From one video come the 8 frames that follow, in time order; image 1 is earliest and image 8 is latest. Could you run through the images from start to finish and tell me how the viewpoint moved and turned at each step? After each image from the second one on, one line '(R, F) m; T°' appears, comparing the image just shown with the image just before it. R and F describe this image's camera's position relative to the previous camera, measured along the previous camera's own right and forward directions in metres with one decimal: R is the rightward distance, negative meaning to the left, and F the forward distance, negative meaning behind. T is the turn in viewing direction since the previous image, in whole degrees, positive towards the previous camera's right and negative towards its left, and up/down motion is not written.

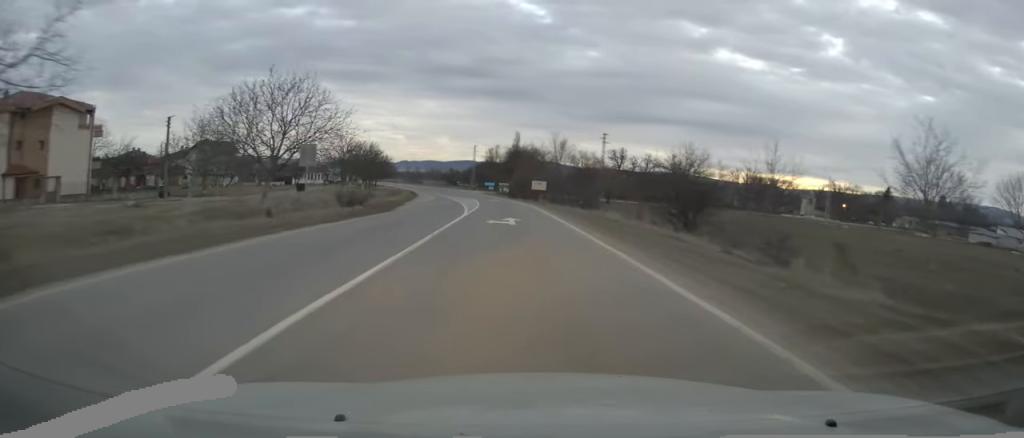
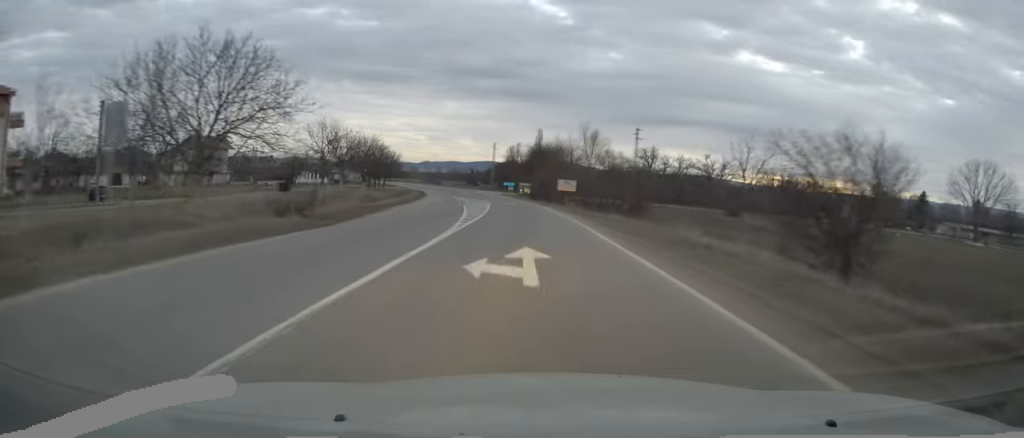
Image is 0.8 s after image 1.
(-0.2, +13.0) m; -2°
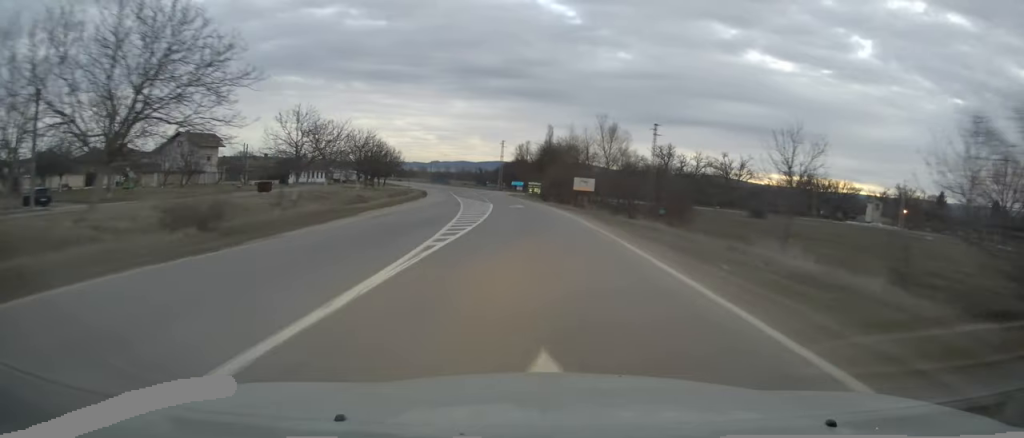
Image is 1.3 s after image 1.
(-0.2, +8.1) m; -1°
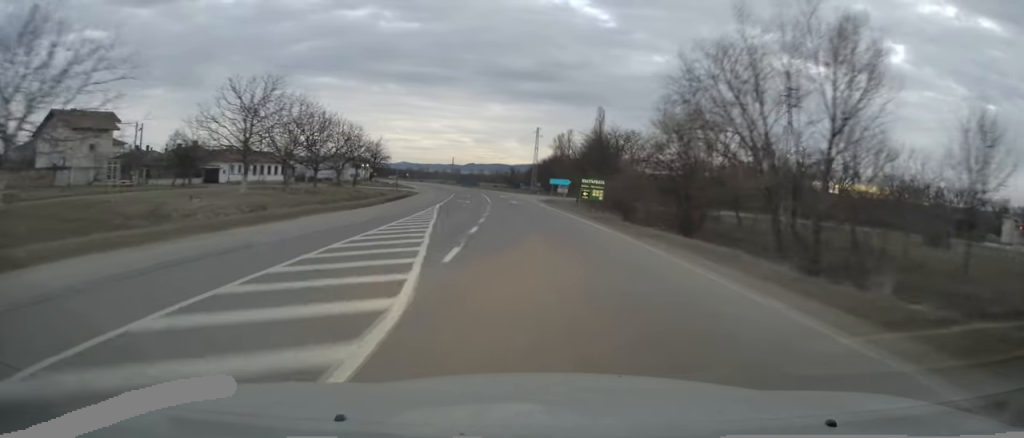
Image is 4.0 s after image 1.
(-1.3, +42.5) m; -3°
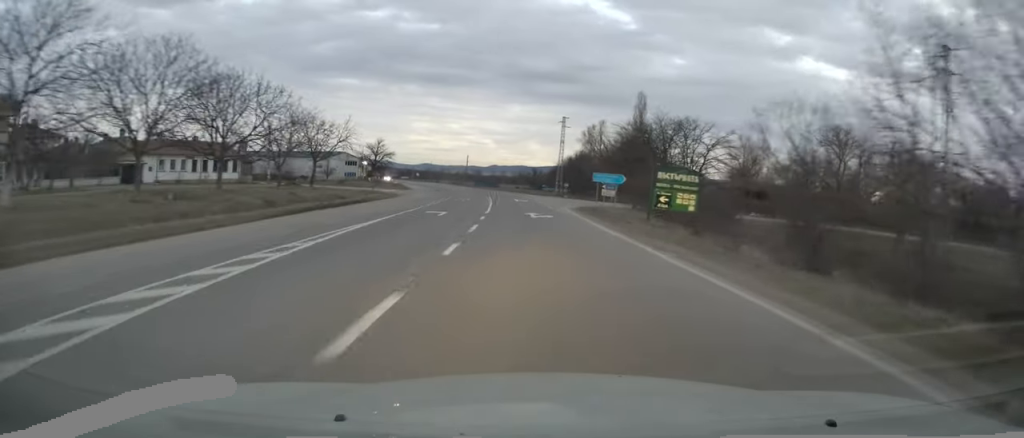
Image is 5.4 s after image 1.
(-0.3, +22.9) m; -2°
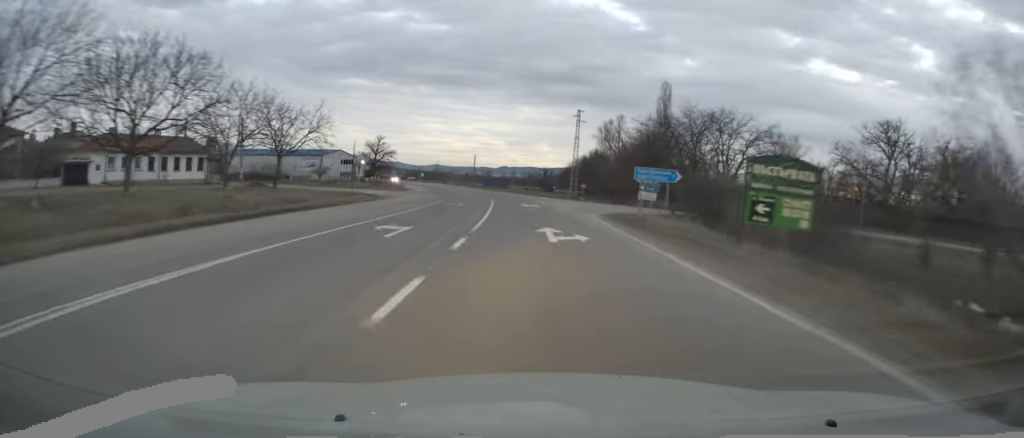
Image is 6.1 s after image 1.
(-0.1, +10.7) m; -1°
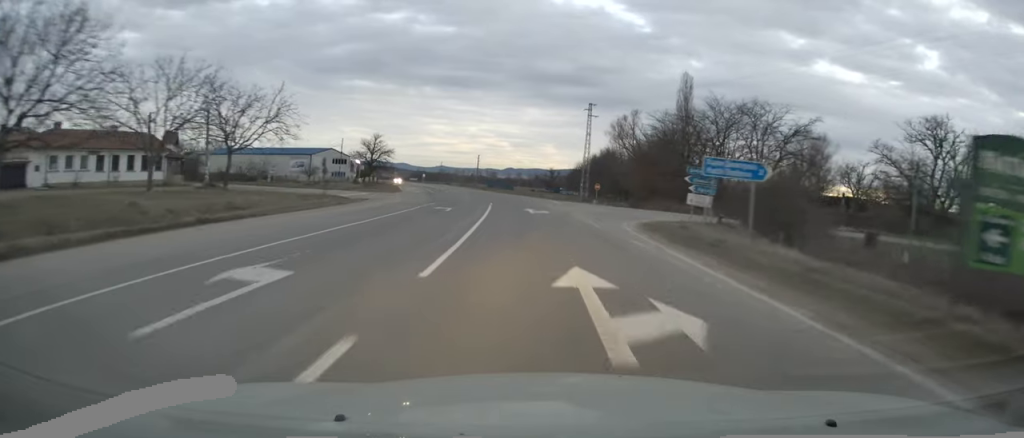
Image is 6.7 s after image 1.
(0.0, +9.1) m; 0°
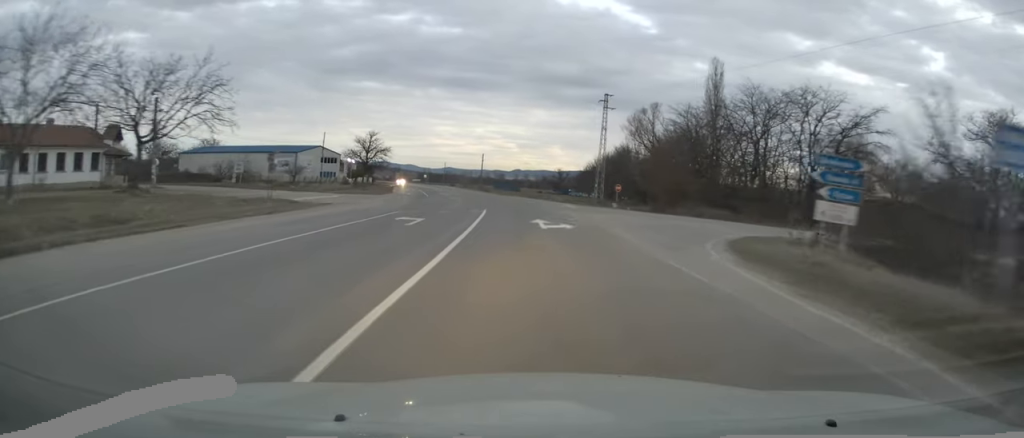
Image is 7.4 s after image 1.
(-0.1, +10.5) m; -1°
